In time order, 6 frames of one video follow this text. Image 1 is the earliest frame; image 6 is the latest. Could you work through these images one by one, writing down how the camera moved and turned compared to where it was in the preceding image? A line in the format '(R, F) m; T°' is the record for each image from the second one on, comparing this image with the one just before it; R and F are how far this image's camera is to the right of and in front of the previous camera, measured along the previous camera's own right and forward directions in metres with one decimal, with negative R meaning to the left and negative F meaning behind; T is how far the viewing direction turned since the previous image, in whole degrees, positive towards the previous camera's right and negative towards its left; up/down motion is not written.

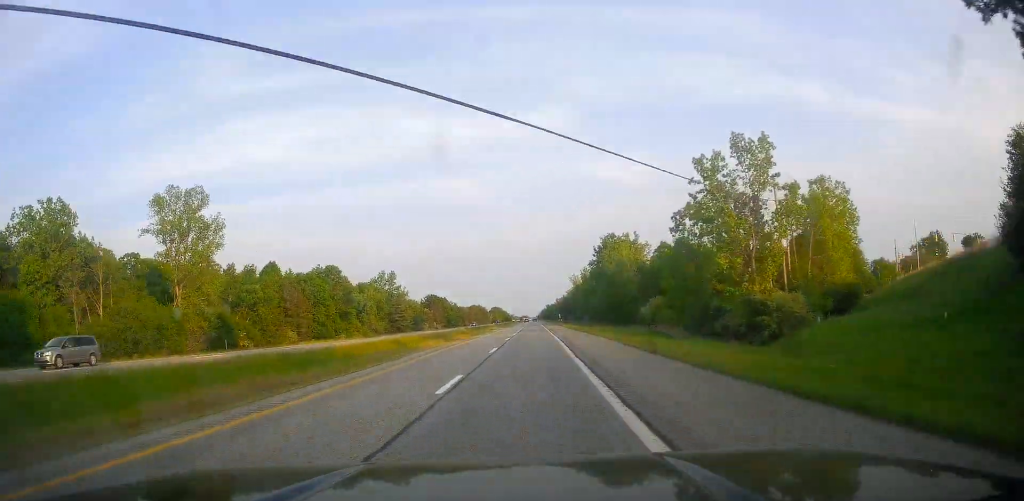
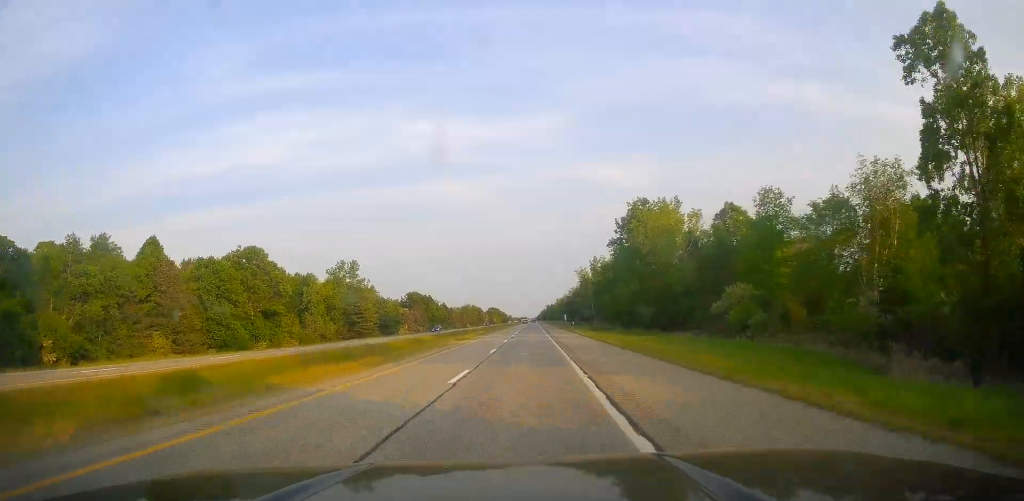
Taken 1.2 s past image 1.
(+0.3, +43.3) m; 0°
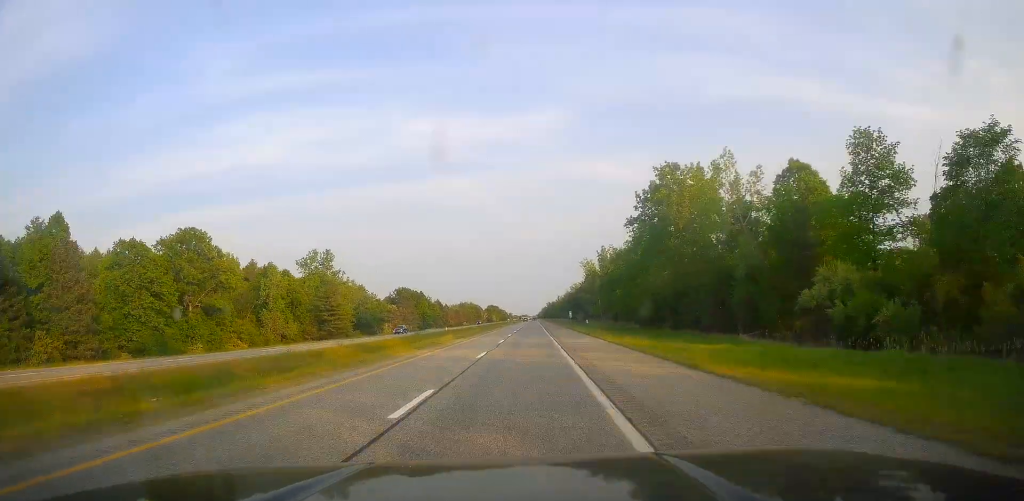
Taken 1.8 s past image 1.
(+0.1, +21.6) m; 0°
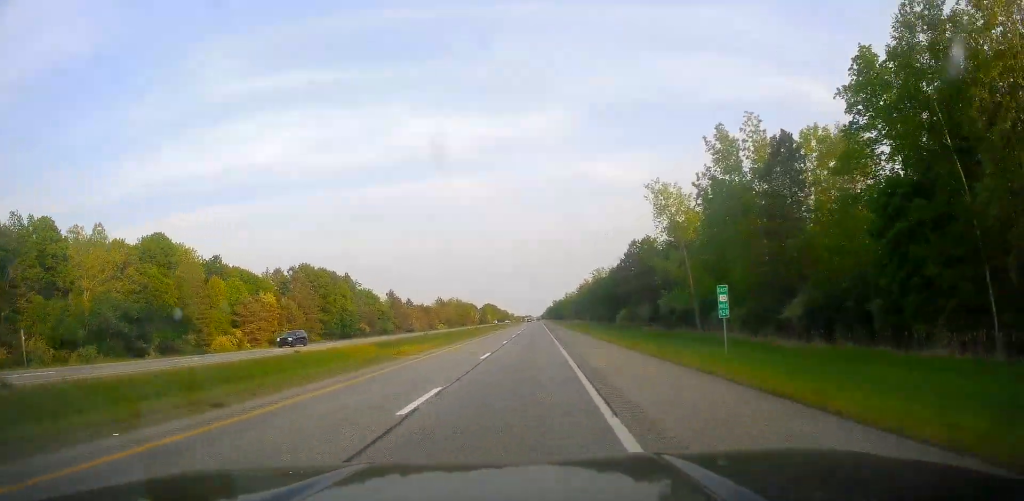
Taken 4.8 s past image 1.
(-1.6, +106.7) m; -1°
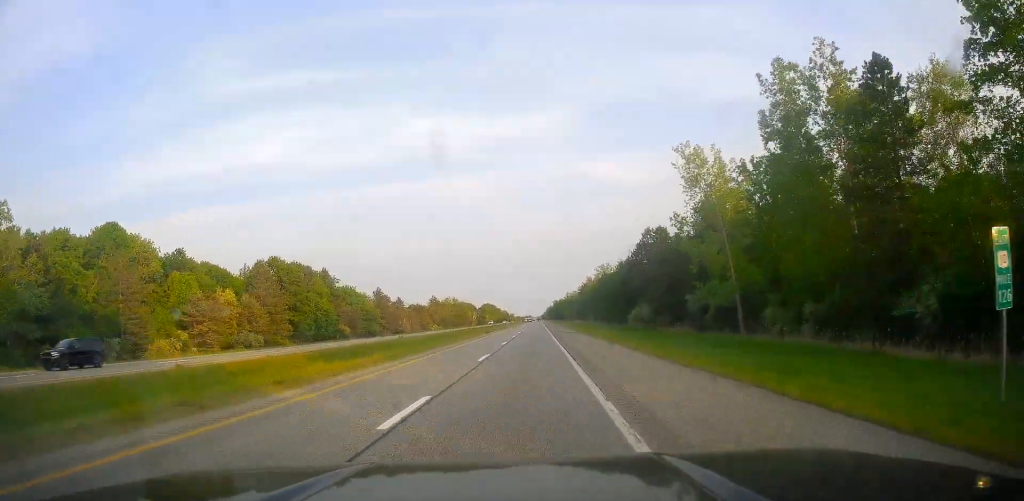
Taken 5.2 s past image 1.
(+0.1, +16.8) m; 0°
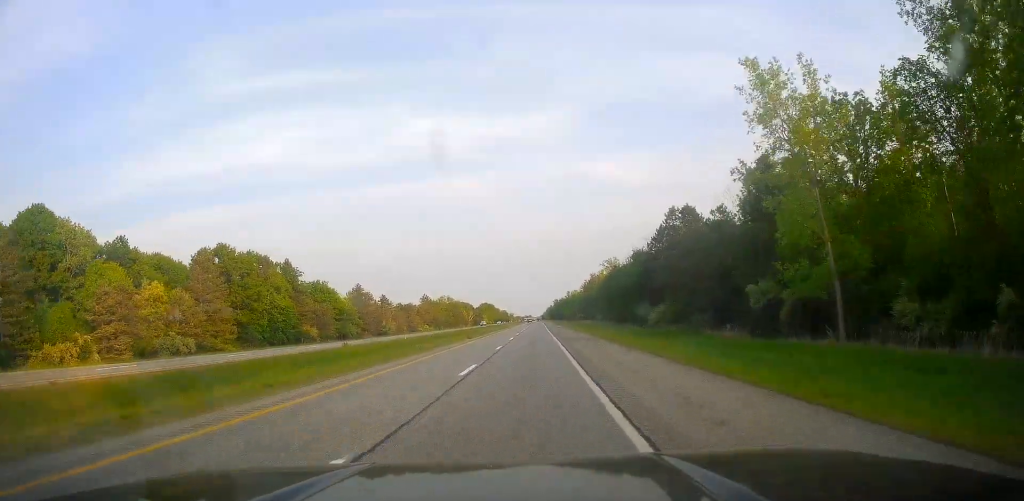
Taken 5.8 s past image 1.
(0.0, +21.6) m; 0°
